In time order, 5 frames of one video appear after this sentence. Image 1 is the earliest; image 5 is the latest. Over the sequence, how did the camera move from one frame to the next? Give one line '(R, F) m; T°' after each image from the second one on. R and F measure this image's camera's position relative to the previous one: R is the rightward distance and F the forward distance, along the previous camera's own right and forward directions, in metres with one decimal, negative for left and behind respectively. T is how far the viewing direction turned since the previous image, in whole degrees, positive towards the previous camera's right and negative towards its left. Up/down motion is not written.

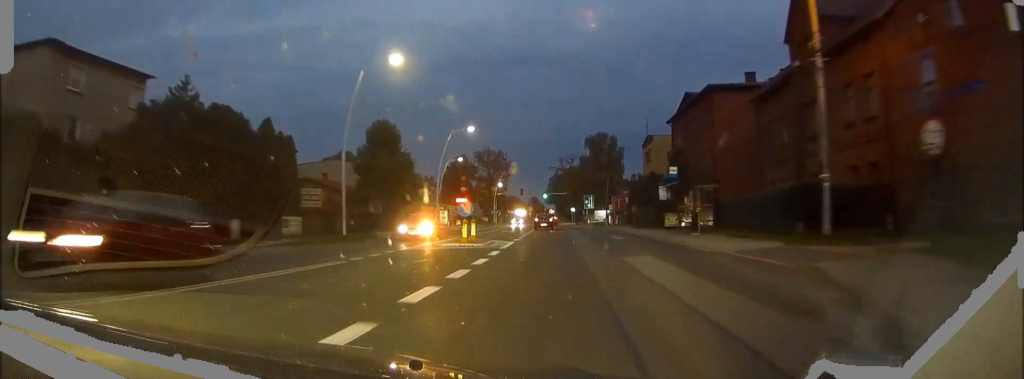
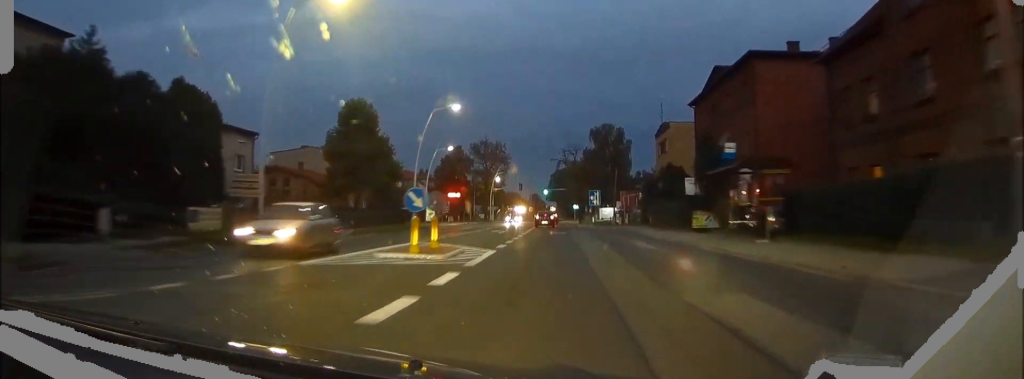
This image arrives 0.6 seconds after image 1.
(0.0, +9.9) m; 0°
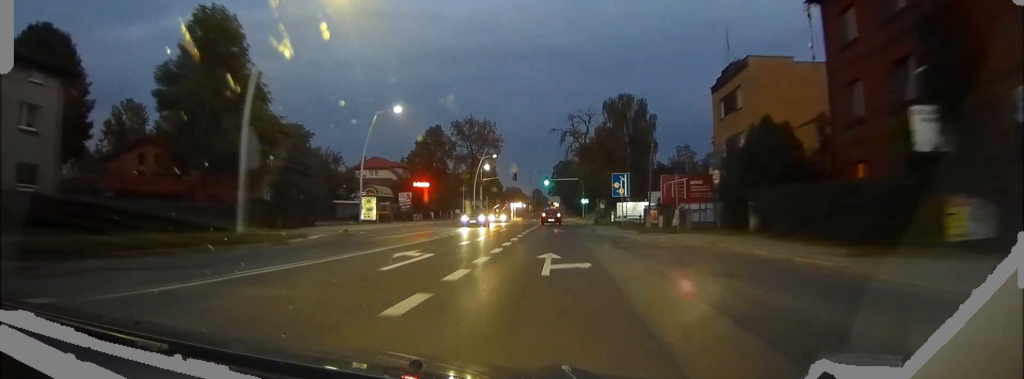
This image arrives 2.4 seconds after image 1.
(-0.3, +27.4) m; -1°
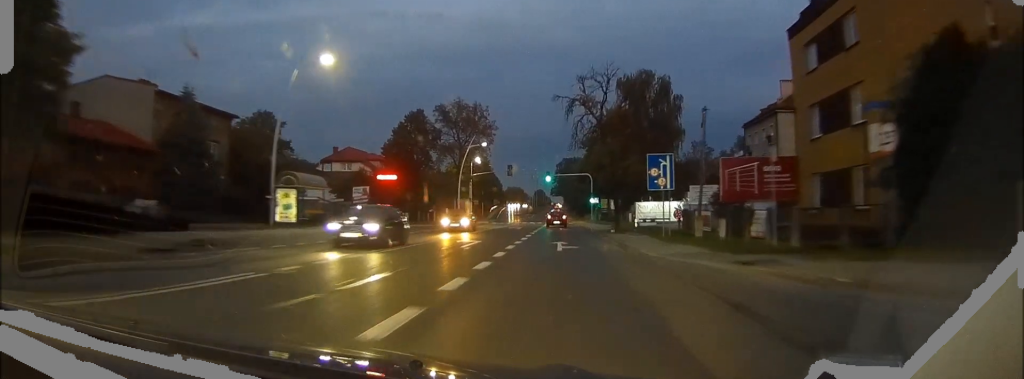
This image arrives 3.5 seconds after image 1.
(-0.1, +17.1) m; -1°
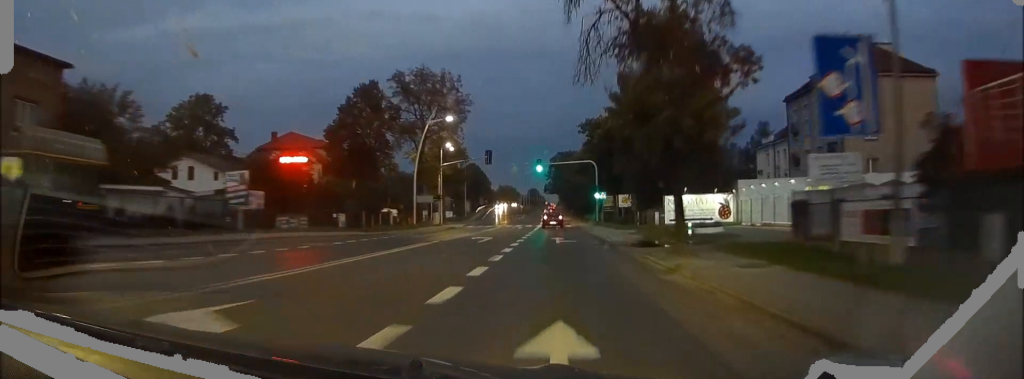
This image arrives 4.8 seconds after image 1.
(0.0, +20.9) m; 0°
